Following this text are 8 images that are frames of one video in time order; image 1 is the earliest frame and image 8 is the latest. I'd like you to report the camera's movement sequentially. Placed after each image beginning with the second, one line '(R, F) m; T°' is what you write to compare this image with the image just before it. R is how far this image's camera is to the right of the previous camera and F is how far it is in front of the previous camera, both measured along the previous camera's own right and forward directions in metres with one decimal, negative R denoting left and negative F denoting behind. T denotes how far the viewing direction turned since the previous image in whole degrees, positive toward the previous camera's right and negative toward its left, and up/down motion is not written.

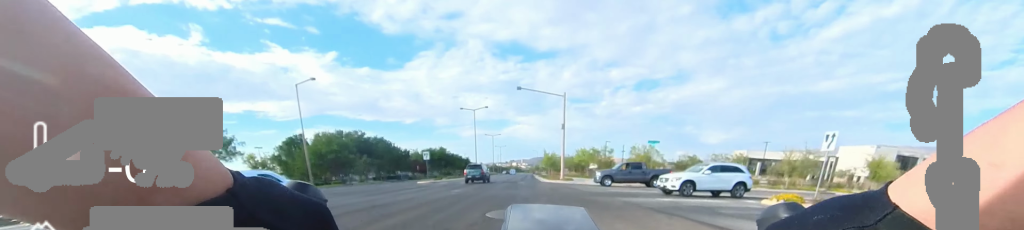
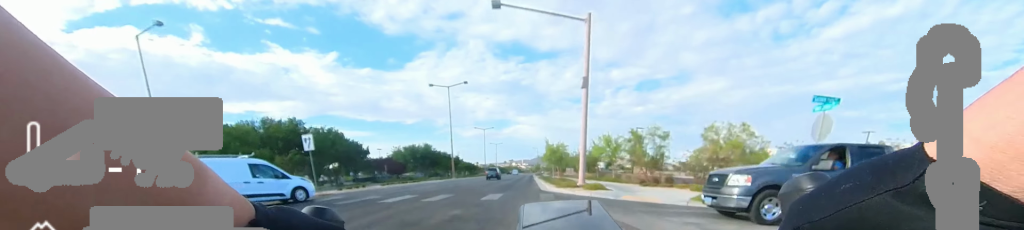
(0.0, +17.3) m; 0°
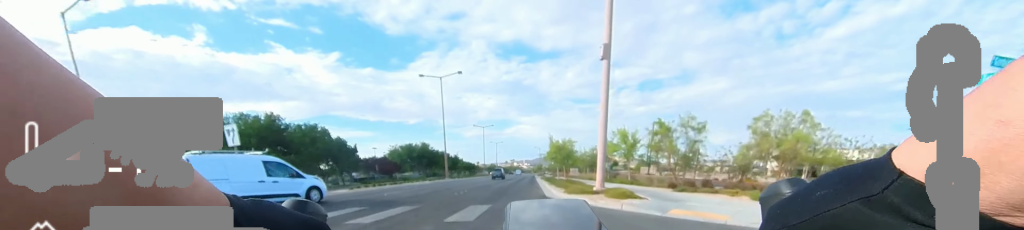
(0.0, +4.6) m; 0°
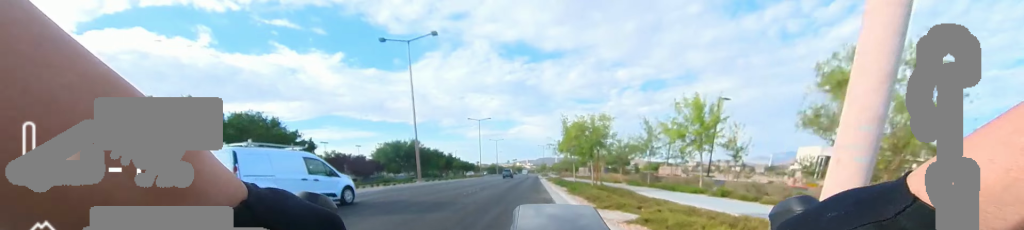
(0.0, +11.1) m; 0°
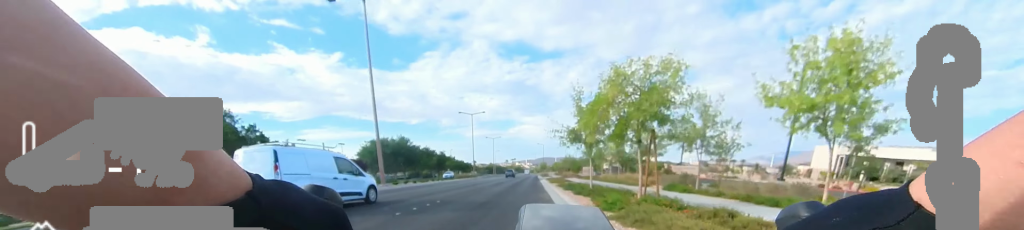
(0.0, +7.3) m; 0°
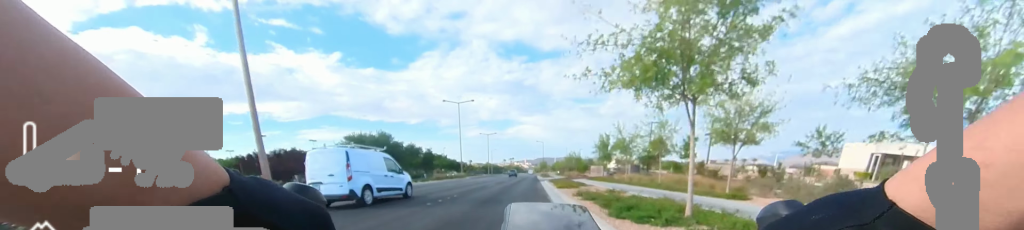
(0.0, +10.7) m; -4°
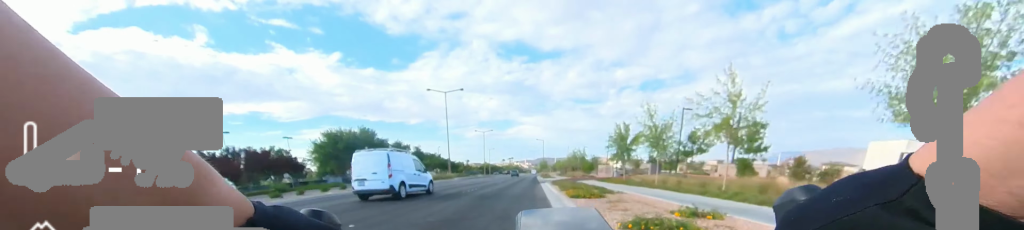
(-0.3, +7.6) m; -3°
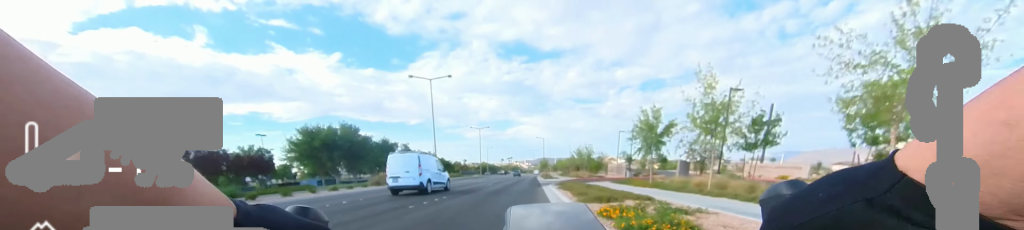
(-0.8, +6.4) m; 0°
